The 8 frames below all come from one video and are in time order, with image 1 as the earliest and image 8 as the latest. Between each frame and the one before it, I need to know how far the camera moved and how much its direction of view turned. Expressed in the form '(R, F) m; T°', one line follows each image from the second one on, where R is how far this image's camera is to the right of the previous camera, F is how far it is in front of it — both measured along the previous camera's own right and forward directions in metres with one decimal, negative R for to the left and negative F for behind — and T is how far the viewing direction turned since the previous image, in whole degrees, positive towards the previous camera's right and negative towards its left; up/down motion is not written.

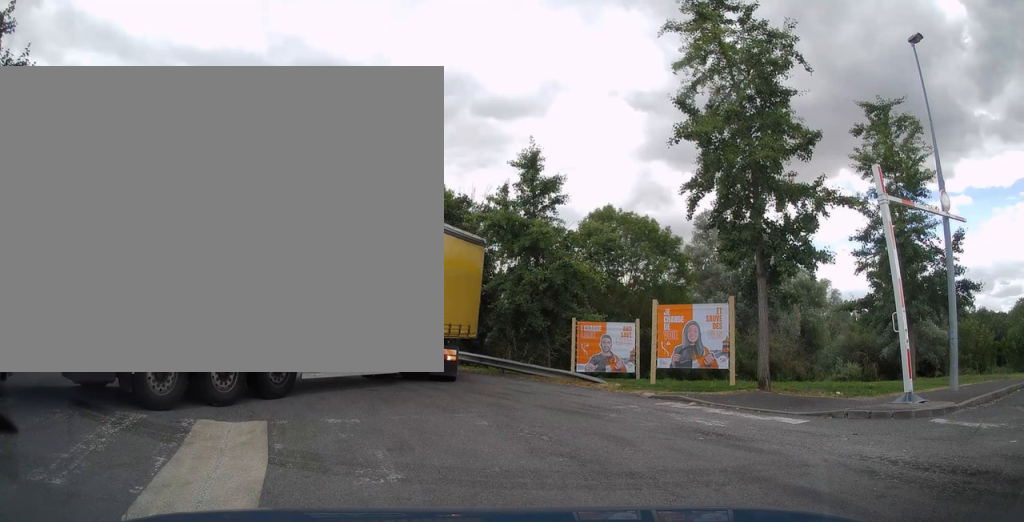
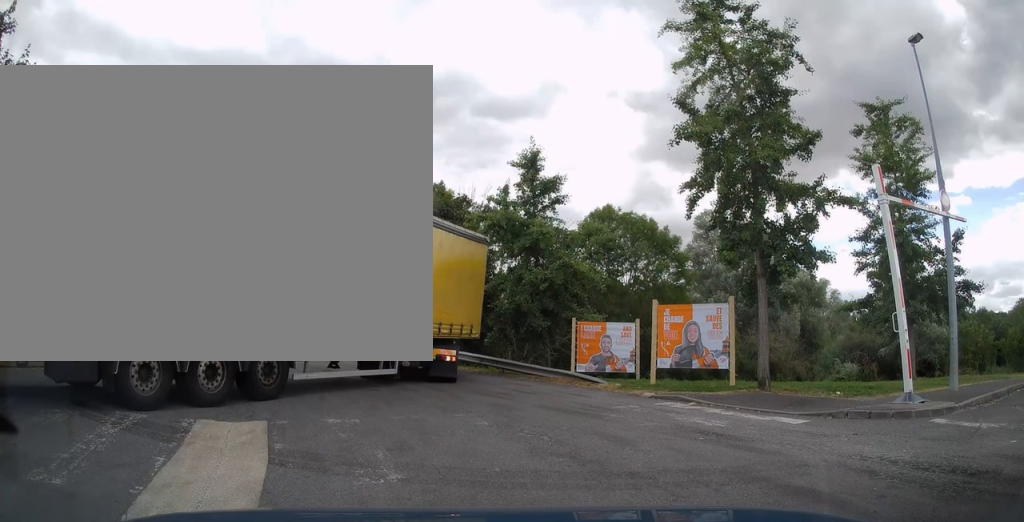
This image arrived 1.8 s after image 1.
(0.0, 0.0) m; 0°
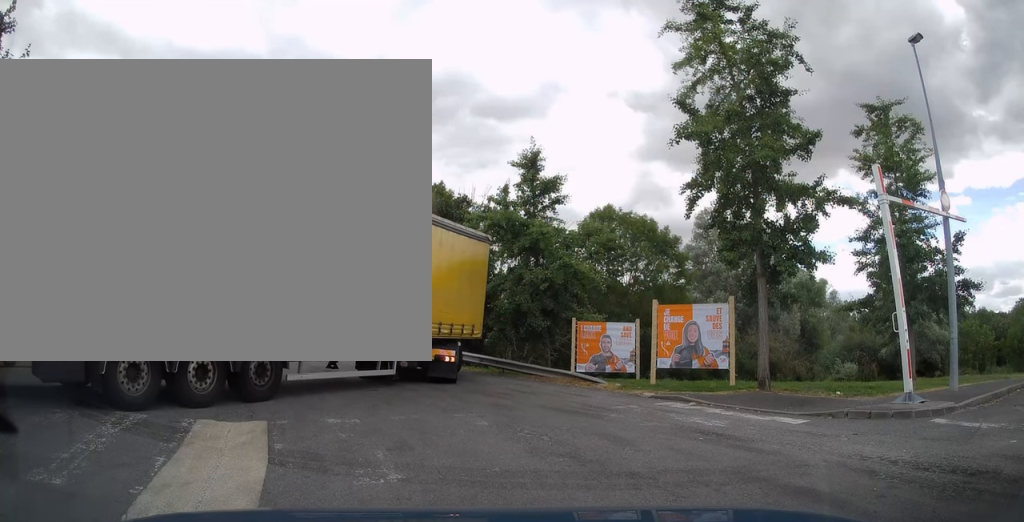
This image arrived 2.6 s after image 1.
(0.0, 0.0) m; 0°
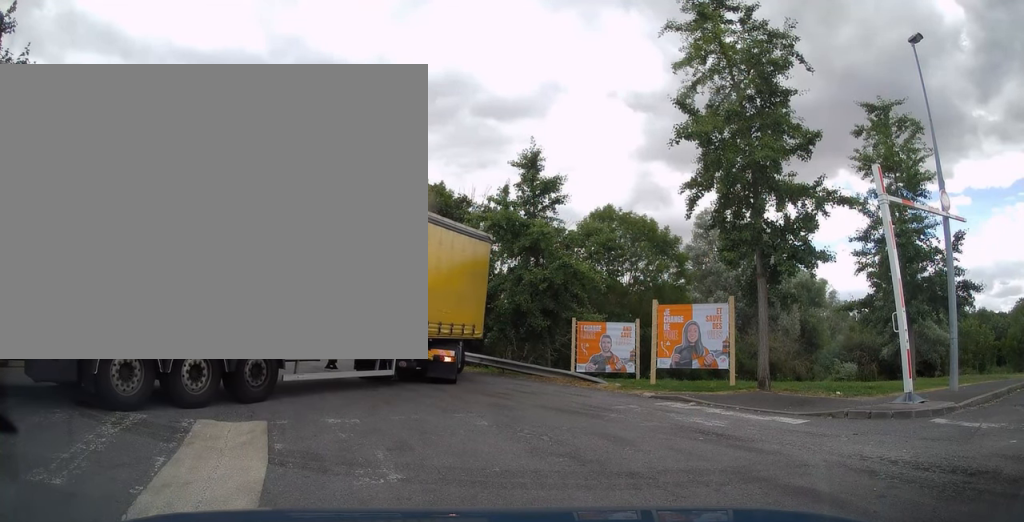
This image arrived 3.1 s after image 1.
(0.0, 0.0) m; 0°
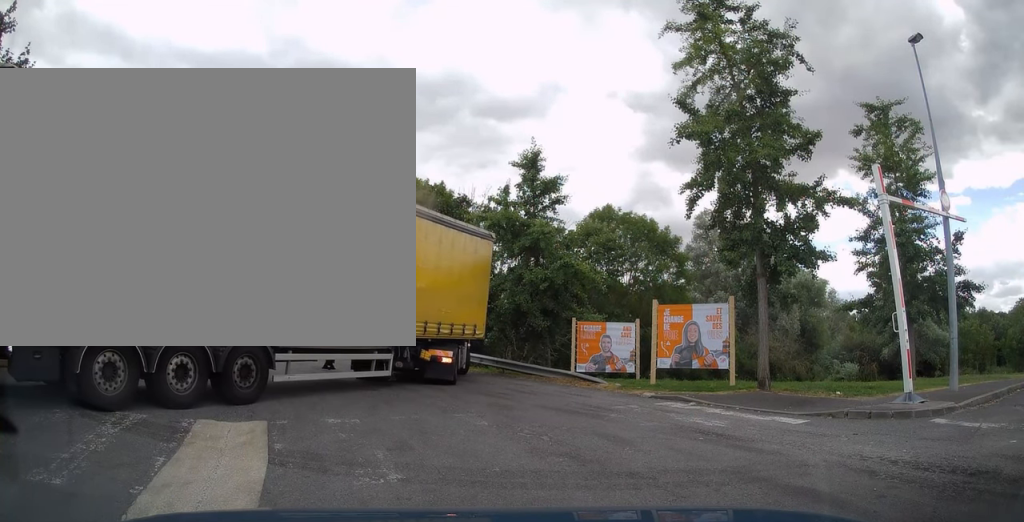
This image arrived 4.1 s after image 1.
(0.0, 0.0) m; 0°
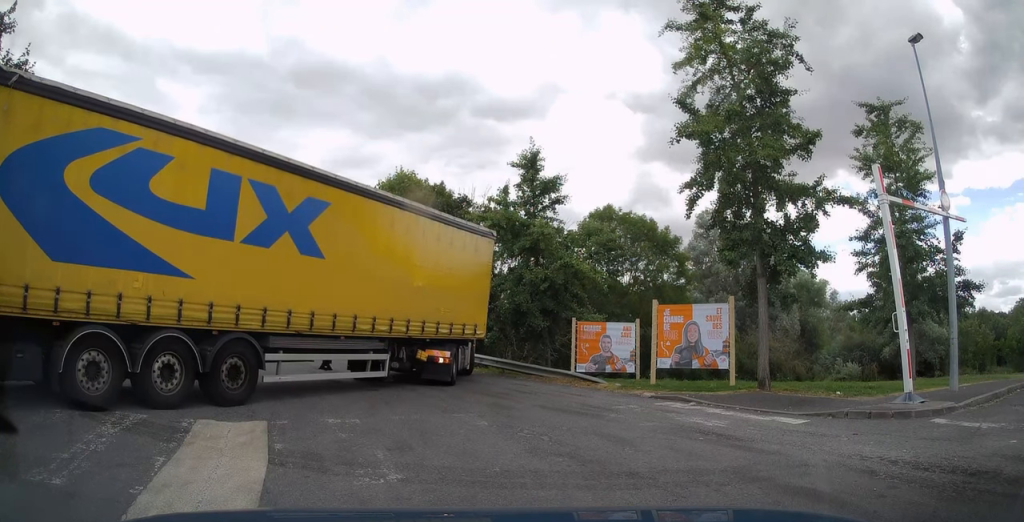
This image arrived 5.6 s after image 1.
(0.0, 0.0) m; 0°
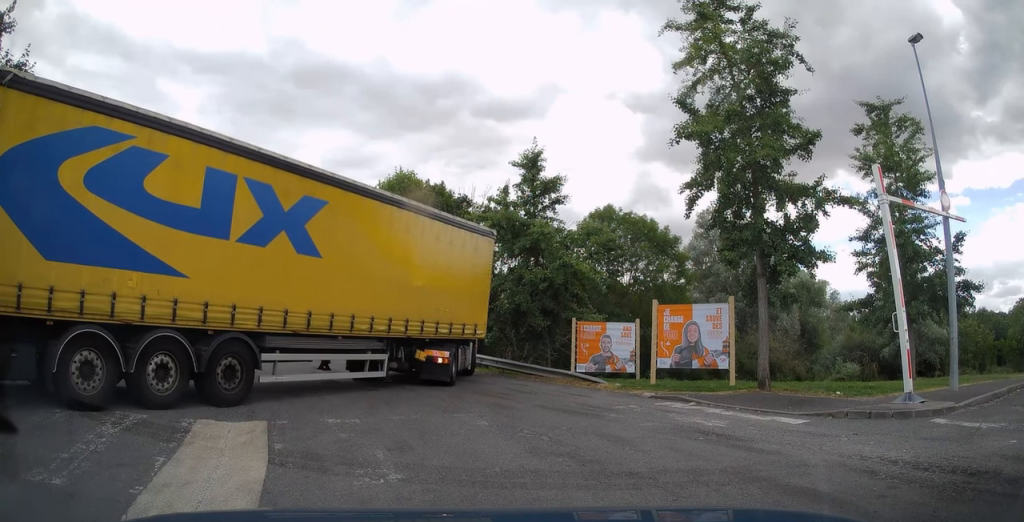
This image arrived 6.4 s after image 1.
(0.0, 0.0) m; 0°
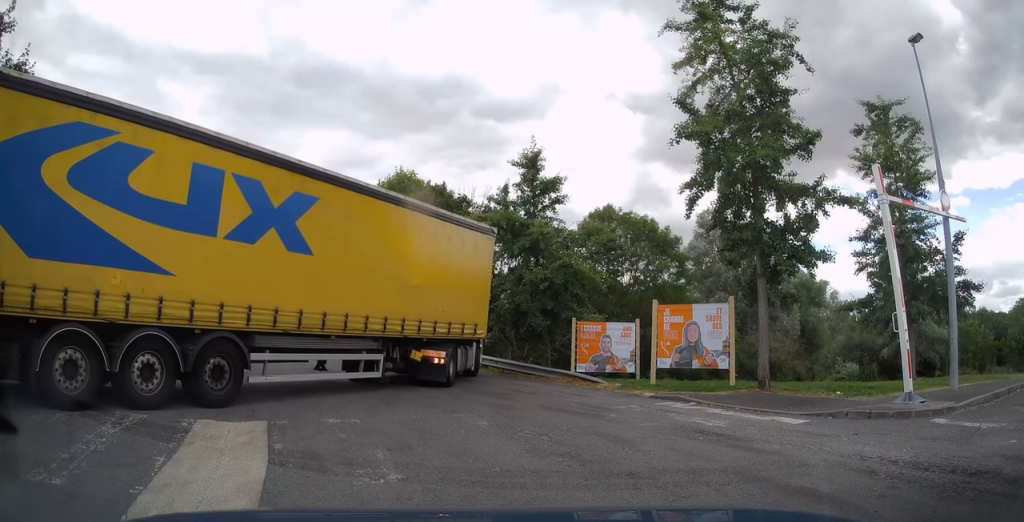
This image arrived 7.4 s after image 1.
(0.0, 0.0) m; 0°
